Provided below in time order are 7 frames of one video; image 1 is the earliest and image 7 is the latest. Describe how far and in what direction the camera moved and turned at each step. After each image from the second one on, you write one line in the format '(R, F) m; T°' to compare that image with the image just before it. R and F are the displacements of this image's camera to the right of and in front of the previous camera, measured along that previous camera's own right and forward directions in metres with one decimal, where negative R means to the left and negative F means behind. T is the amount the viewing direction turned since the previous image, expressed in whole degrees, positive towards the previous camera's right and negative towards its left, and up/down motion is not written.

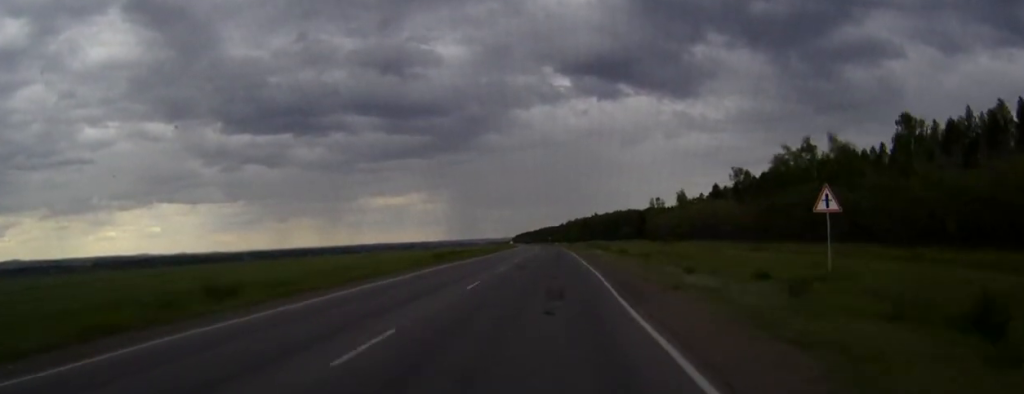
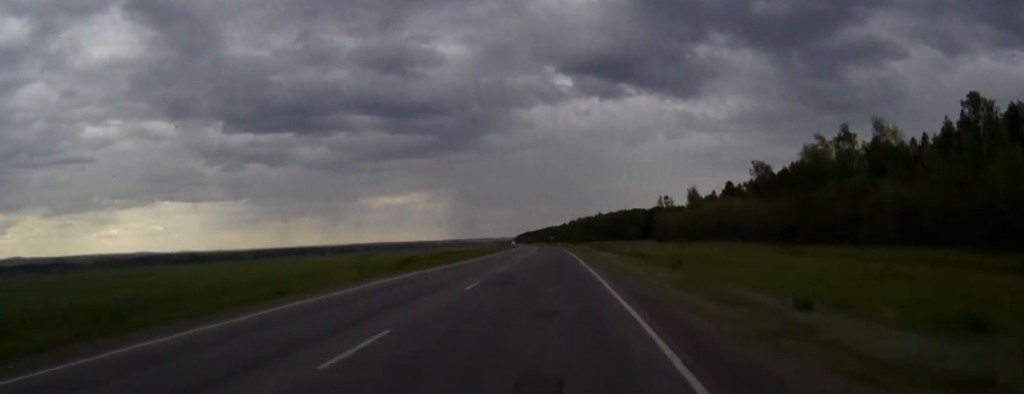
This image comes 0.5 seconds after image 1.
(0.0, +12.5) m; 0°
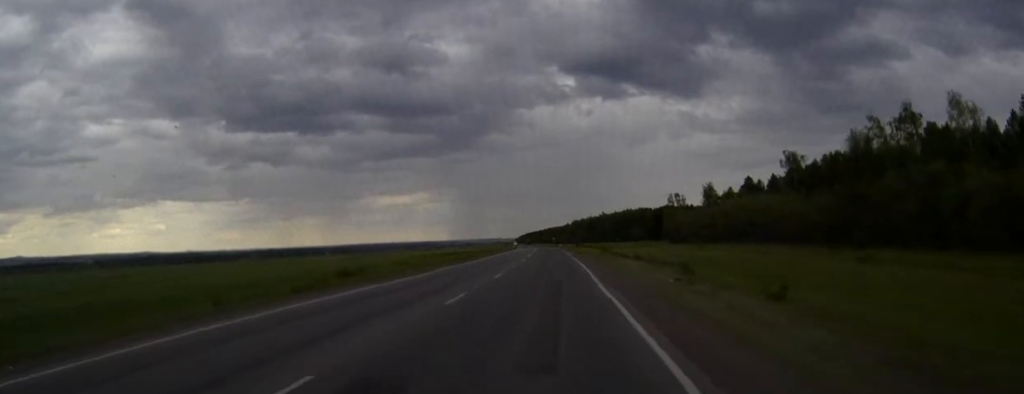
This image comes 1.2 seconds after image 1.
(0.0, +15.6) m; 0°
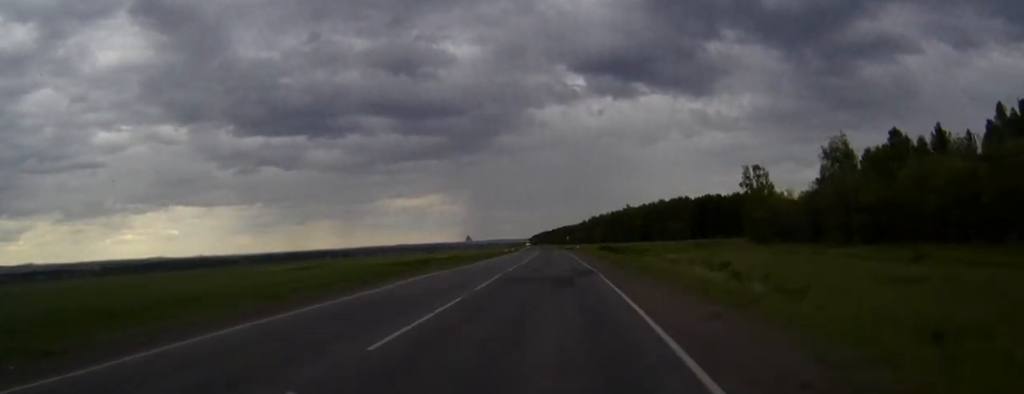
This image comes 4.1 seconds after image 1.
(-0.7, +66.8) m; -1°
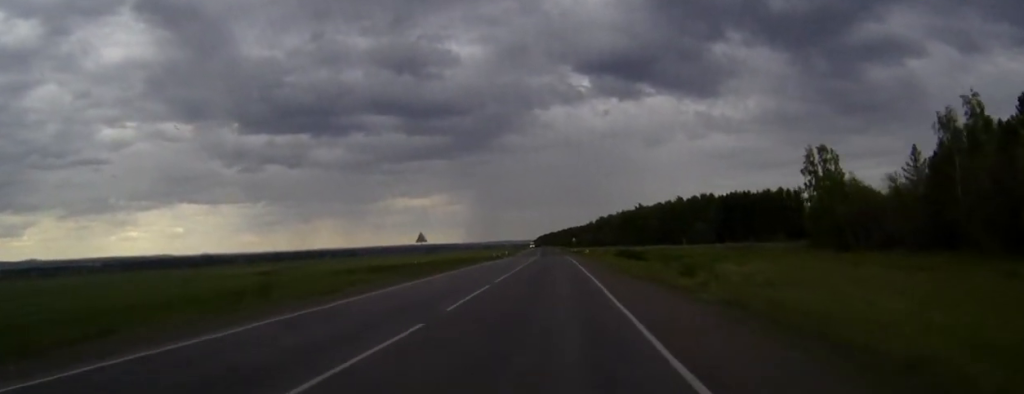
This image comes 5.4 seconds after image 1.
(-0.1, +29.5) m; -1°
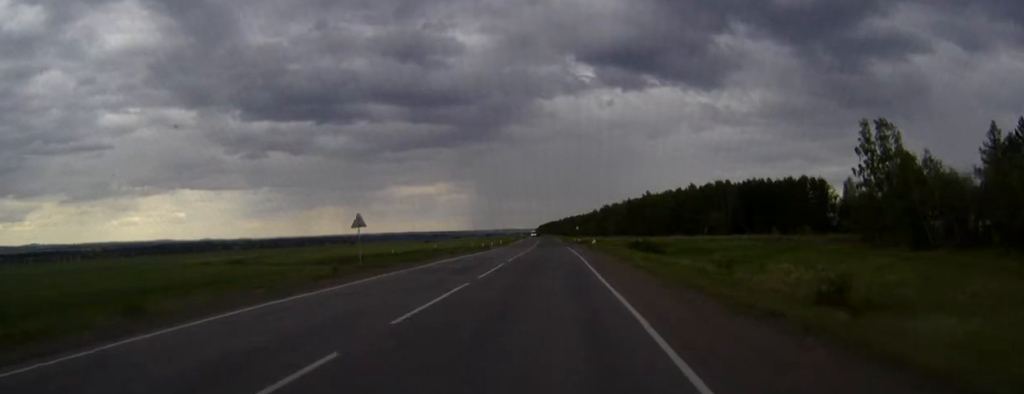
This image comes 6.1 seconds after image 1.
(-0.1, +17.2) m; 0°
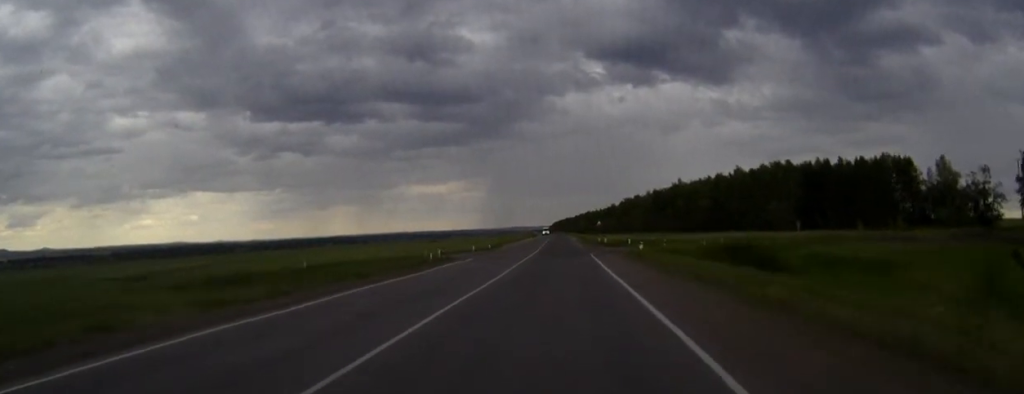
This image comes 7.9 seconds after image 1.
(-0.3, +39.5) m; -1°
